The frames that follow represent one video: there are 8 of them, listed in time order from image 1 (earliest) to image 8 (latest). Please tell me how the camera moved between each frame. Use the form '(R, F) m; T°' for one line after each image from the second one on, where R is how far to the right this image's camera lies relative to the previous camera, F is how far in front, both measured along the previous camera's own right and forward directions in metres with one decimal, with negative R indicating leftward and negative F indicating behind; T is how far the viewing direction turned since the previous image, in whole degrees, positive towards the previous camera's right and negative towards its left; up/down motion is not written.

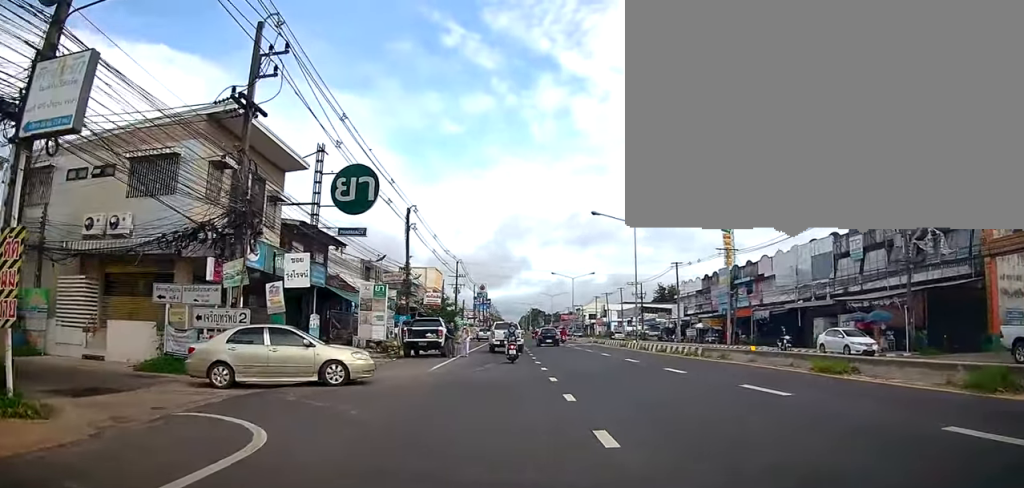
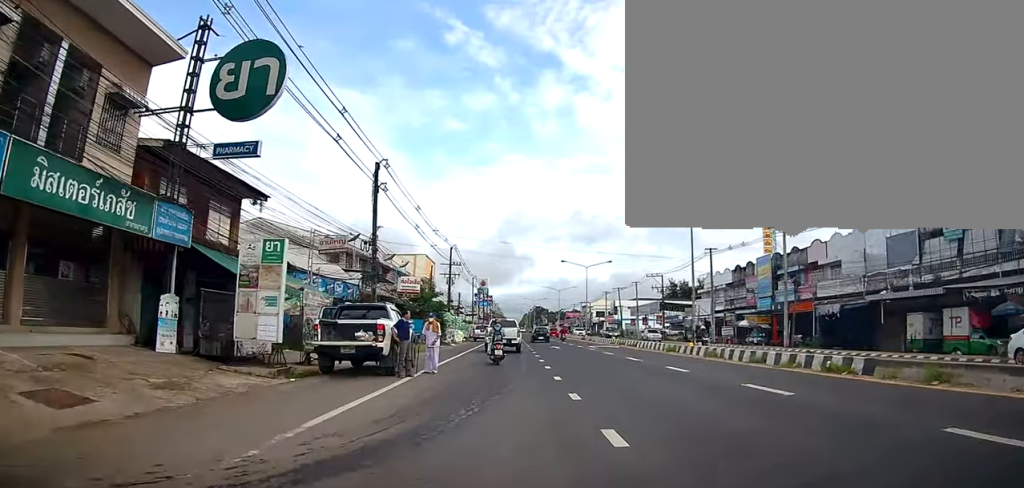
(0.0, +12.1) m; 0°
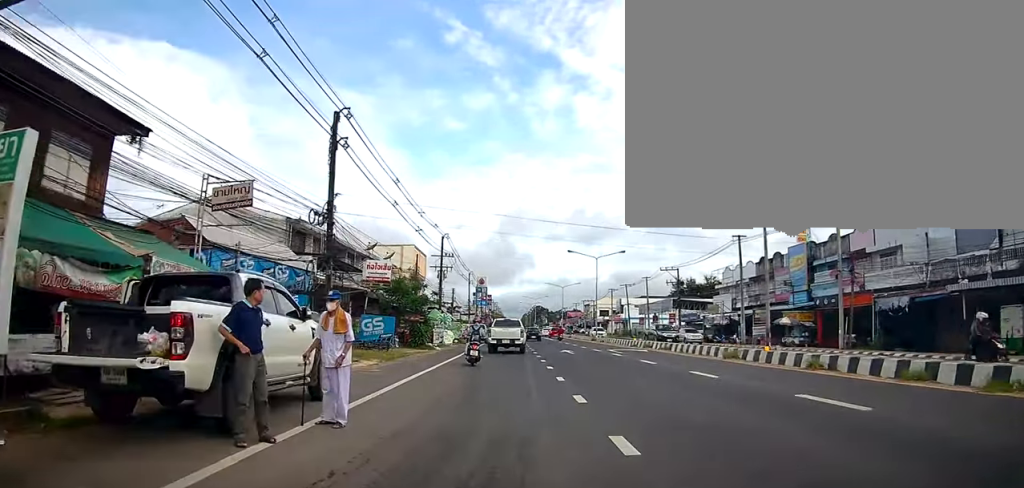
(0.0, +8.5) m; 0°
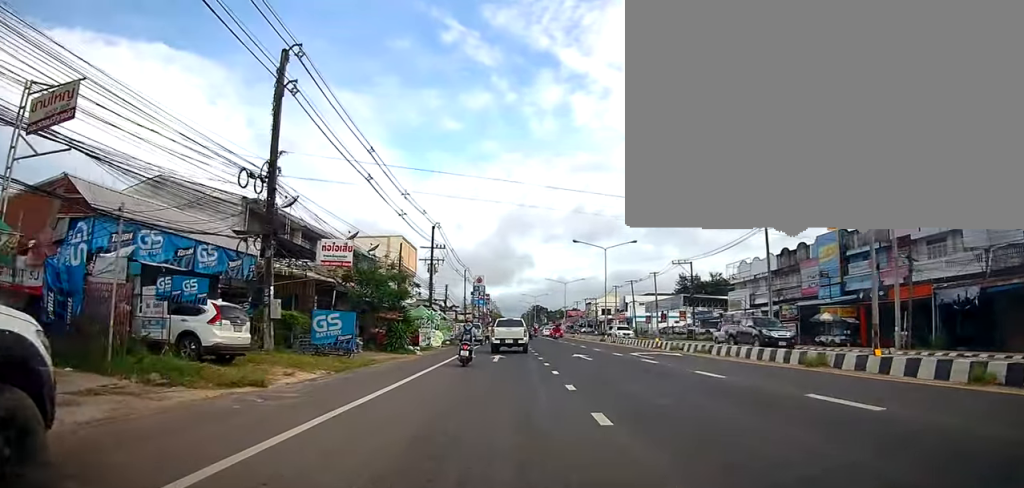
(0.0, +6.5) m; 0°
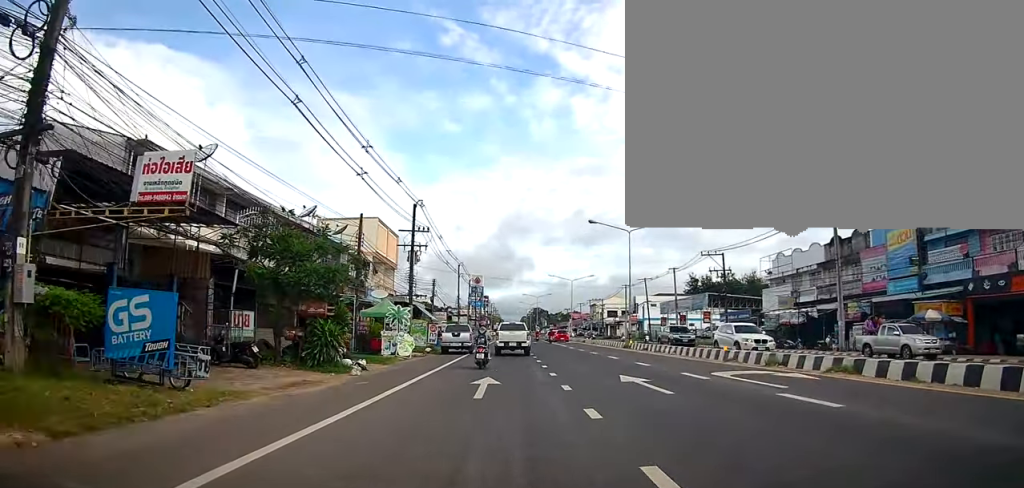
(0.0, +11.3) m; 0°
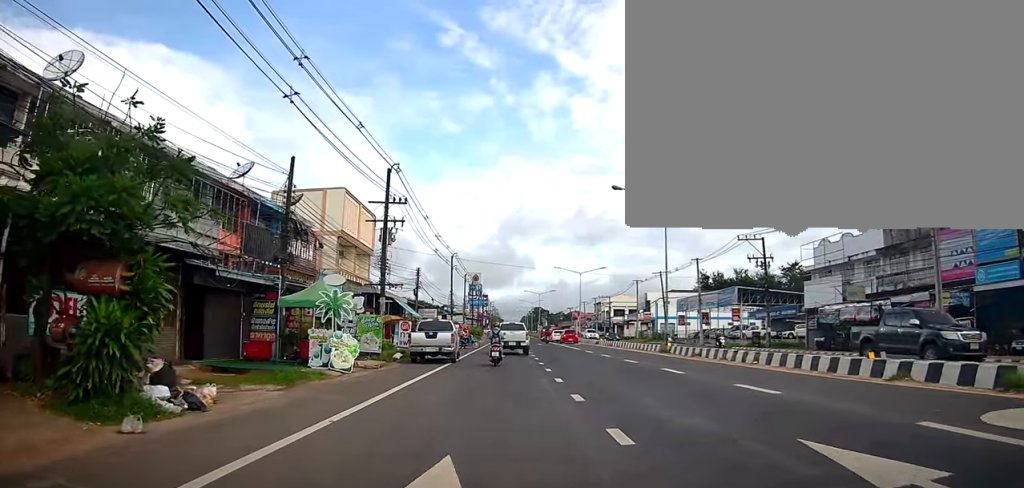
(0.0, +9.9) m; 0°
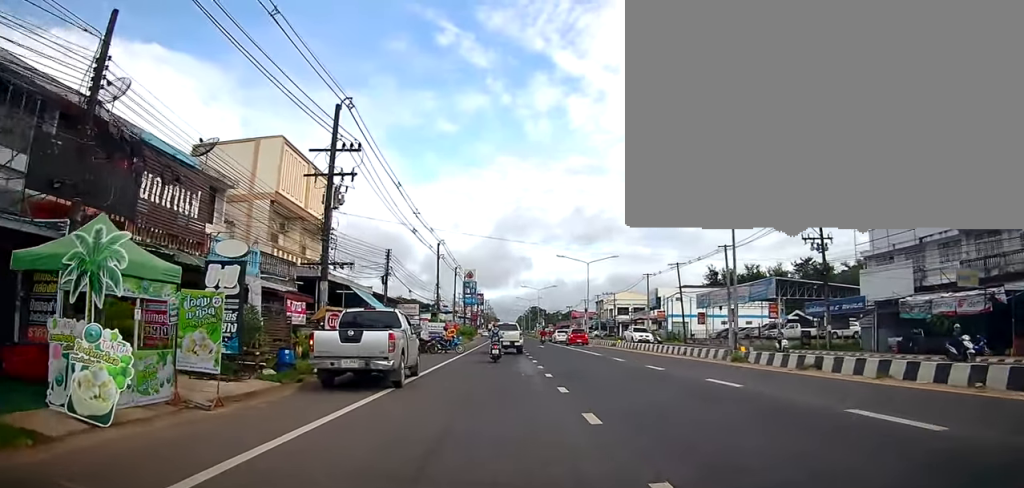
(0.0, +10.3) m; 0°
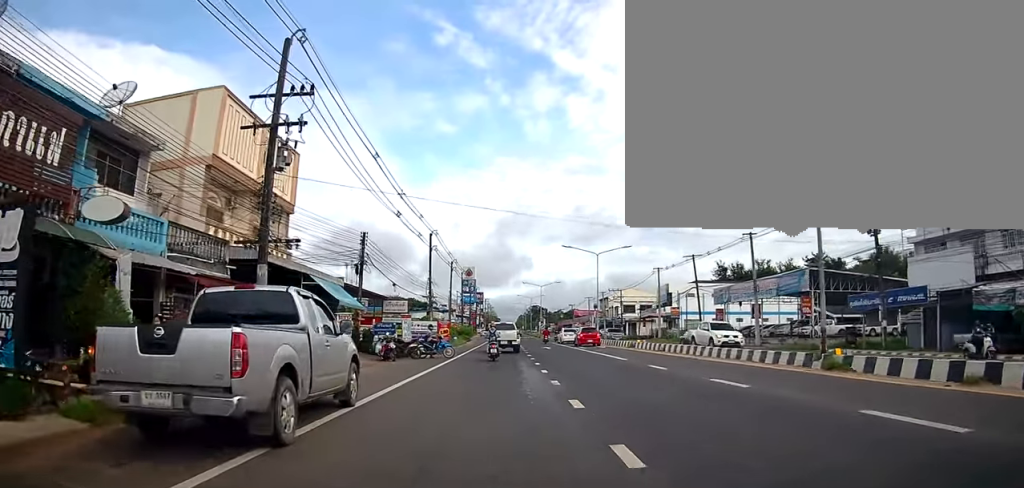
(0.0, +6.3) m; 0°
